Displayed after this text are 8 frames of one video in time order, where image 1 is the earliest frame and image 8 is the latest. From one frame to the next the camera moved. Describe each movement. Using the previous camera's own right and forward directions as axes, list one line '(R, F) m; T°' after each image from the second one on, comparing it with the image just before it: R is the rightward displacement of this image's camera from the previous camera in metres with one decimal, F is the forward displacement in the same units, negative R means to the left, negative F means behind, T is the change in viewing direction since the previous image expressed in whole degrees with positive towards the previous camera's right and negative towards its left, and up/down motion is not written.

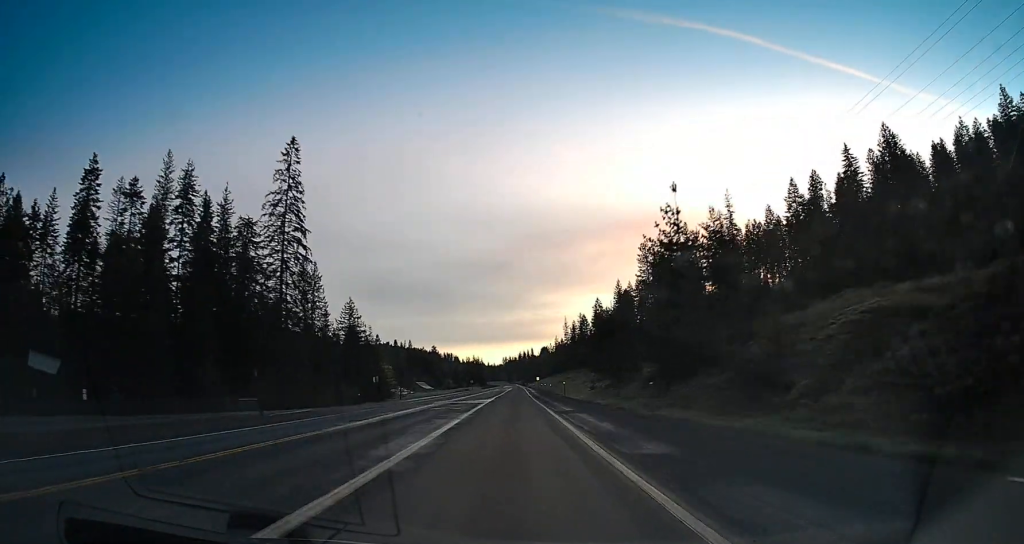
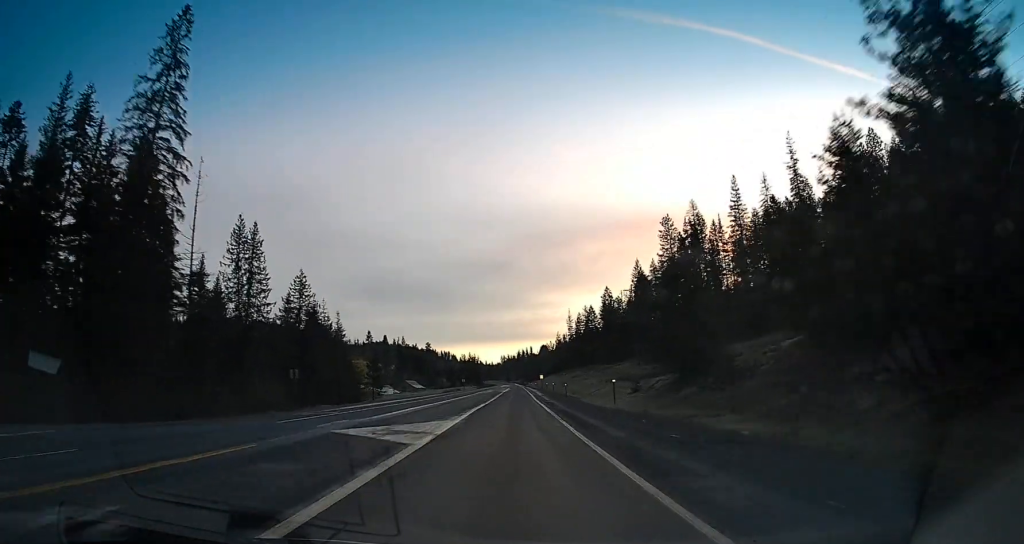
(0.0, +32.0) m; 0°
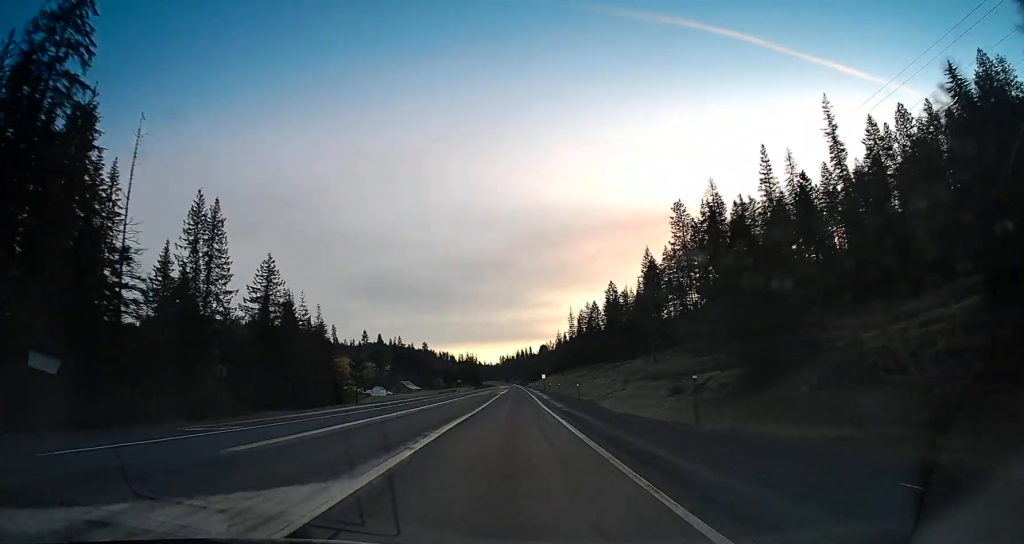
(0.0, +14.2) m; 0°
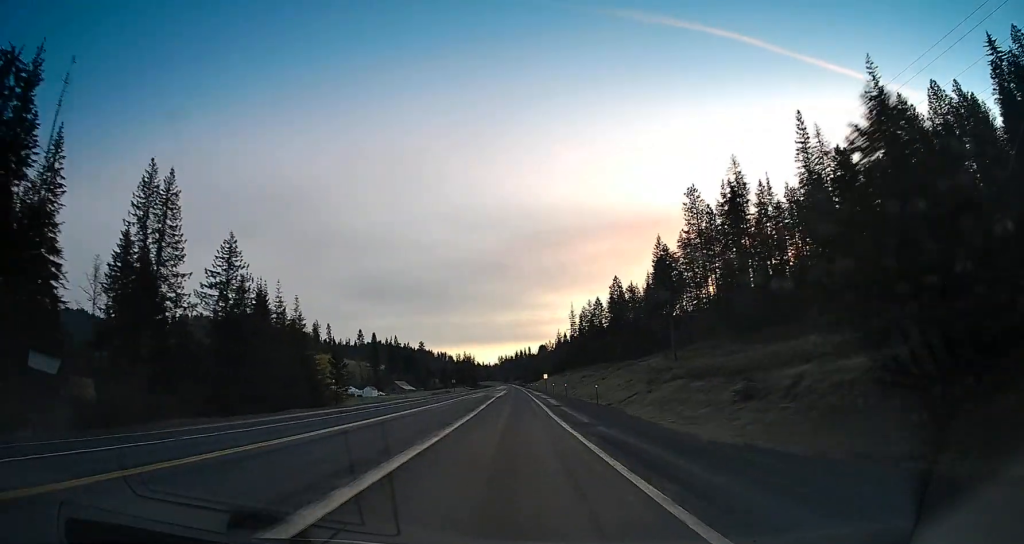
(+0.1, +13.3) m; 0°
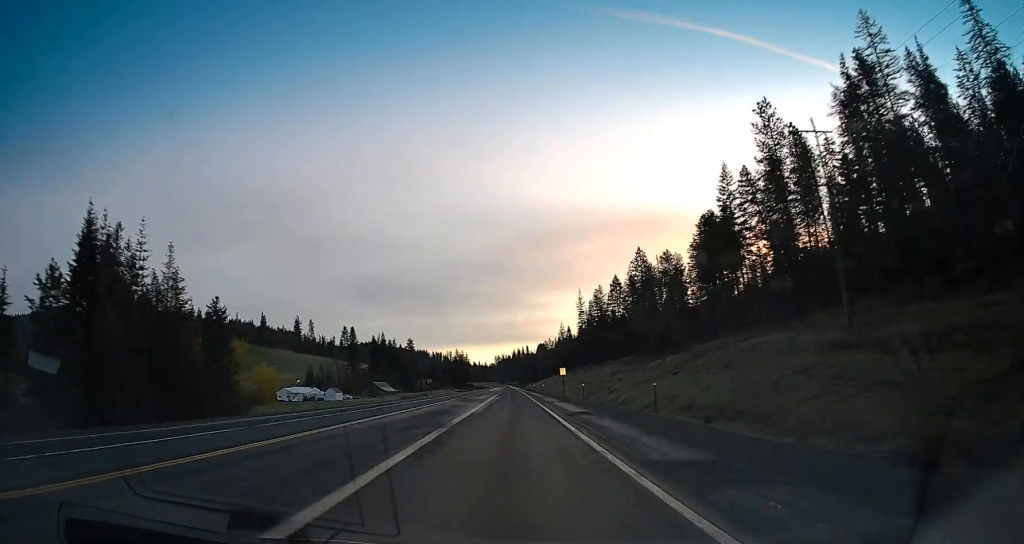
(+0.2, +47.0) m; 0°
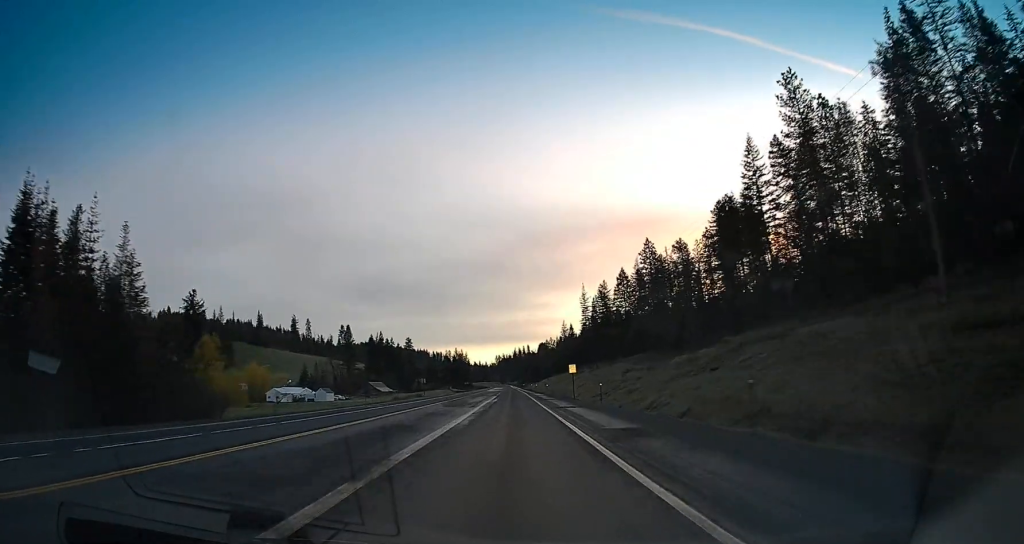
(0.0, +10.6) m; 0°
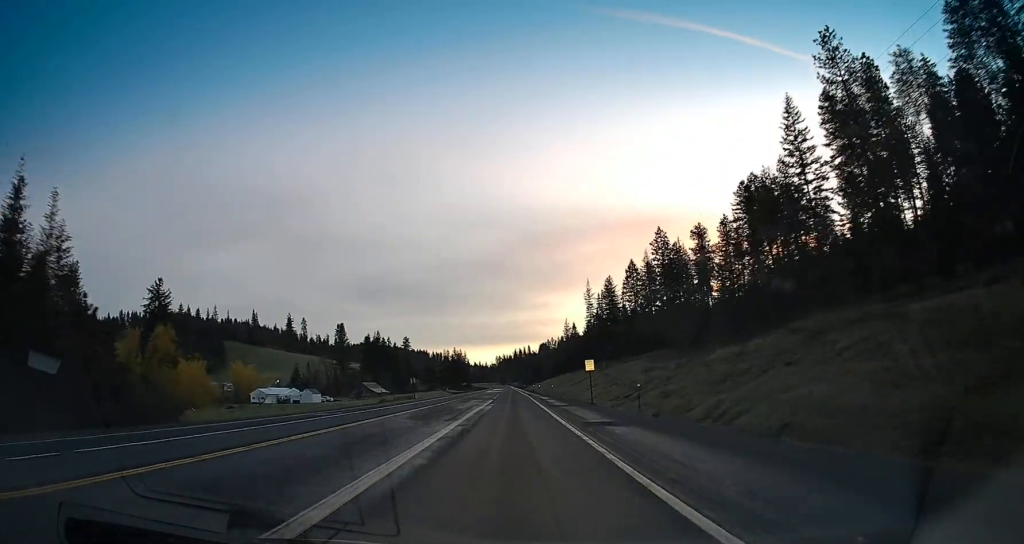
(0.0, +13.3) m; 0°
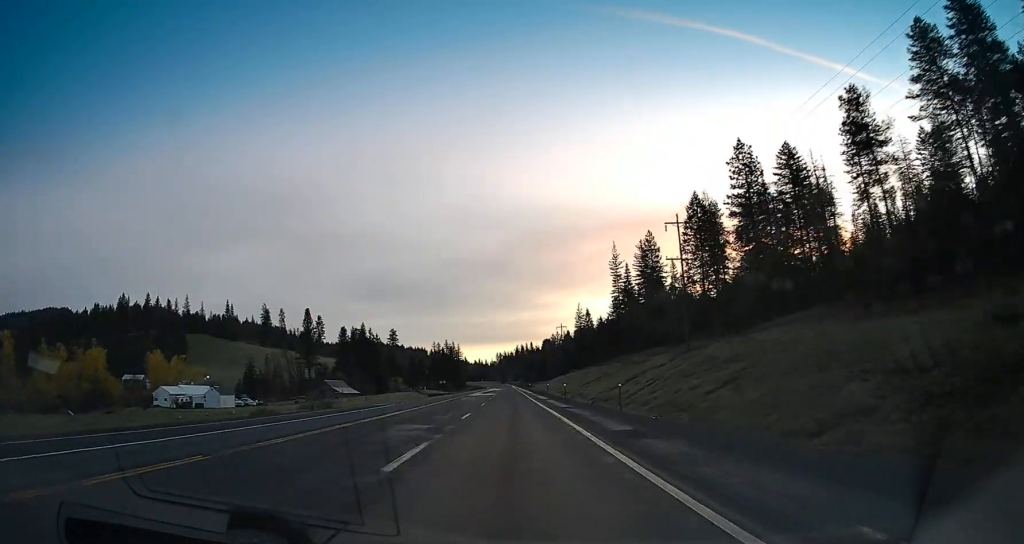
(-0.3, +57.7) m; 0°
